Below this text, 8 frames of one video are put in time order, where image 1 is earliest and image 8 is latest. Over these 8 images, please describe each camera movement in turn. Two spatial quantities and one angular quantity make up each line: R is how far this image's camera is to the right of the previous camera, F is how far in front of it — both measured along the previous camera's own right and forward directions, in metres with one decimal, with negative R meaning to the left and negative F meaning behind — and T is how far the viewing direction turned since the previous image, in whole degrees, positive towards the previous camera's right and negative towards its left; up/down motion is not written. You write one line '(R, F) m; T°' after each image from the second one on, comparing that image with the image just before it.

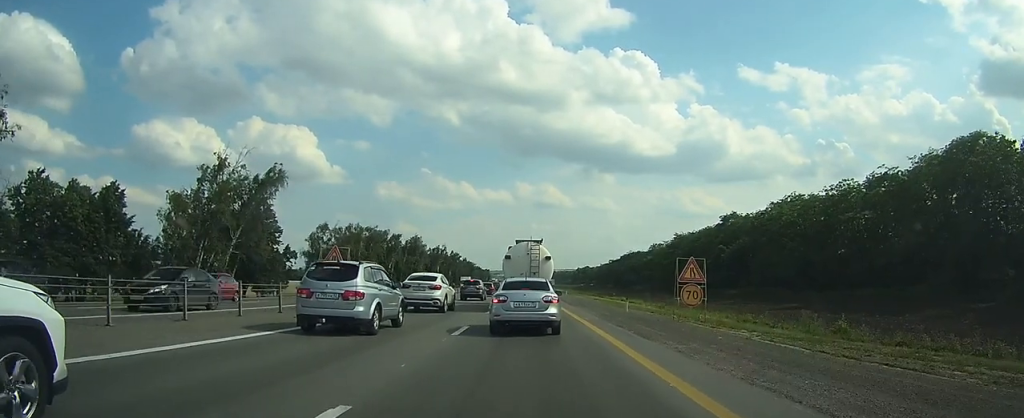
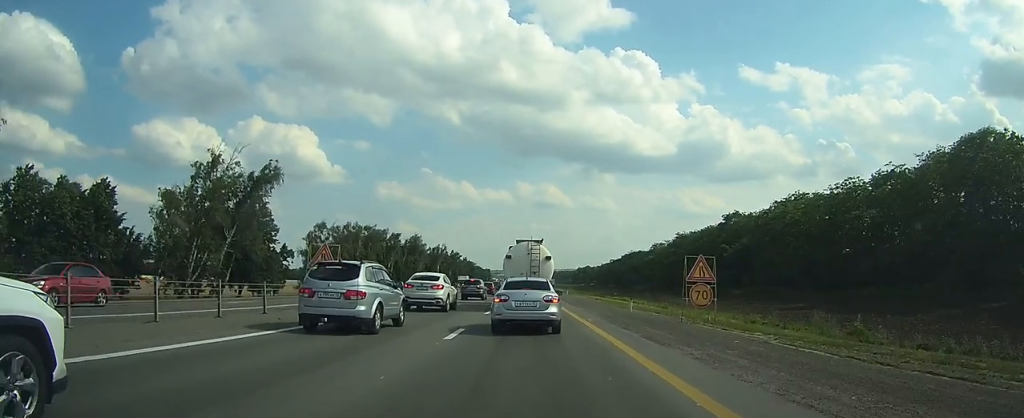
(0.0, +1.0) m; 0°
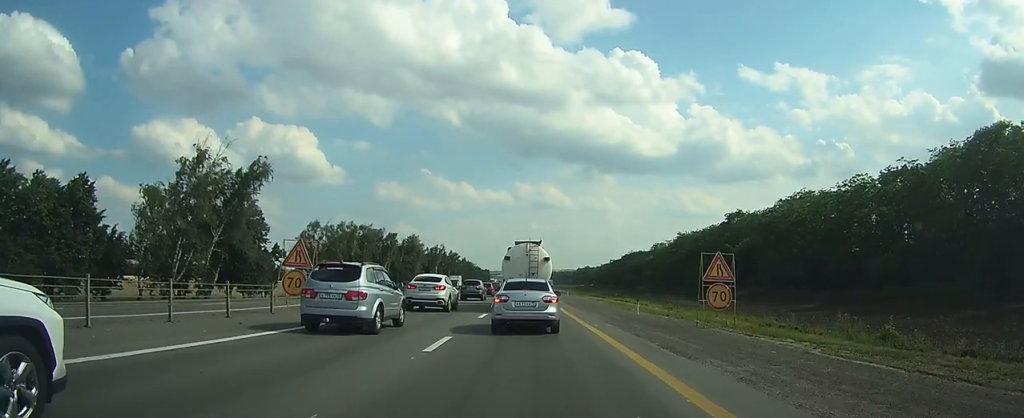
(0.0, +2.0) m; 0°
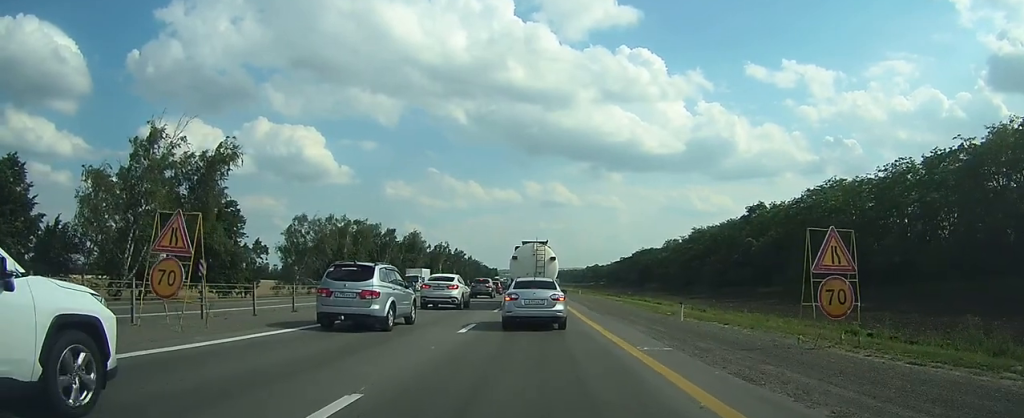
(-0.1, +6.9) m; -2°
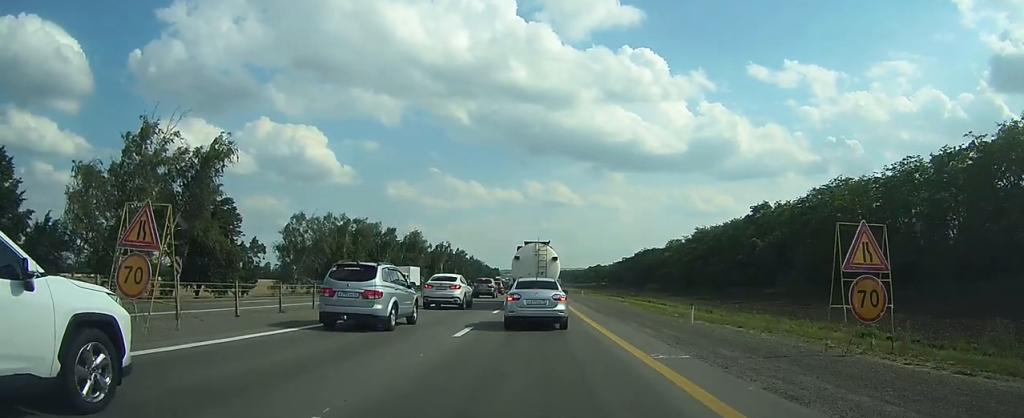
(0.0, +1.2) m; 0°
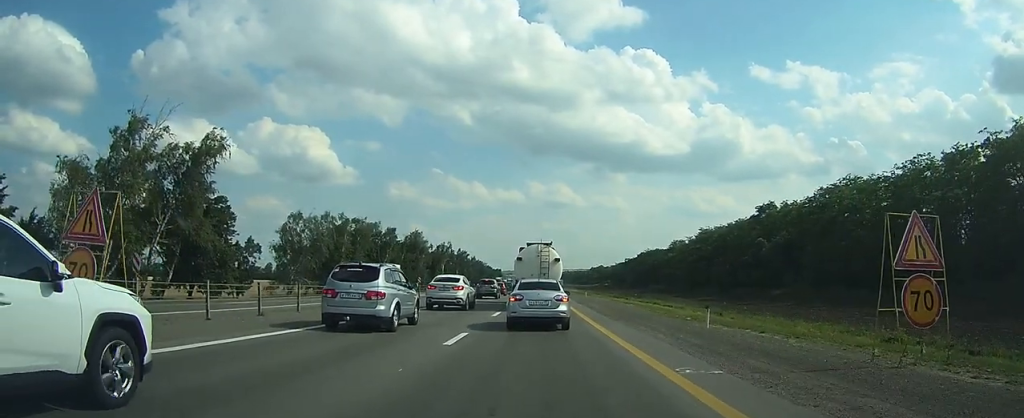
(0.0, +1.6) m; 0°
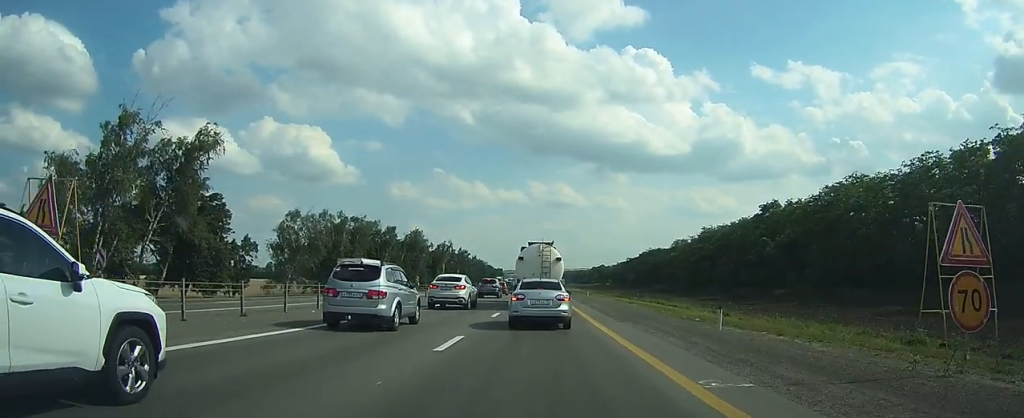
(0.0, +1.2) m; 0°
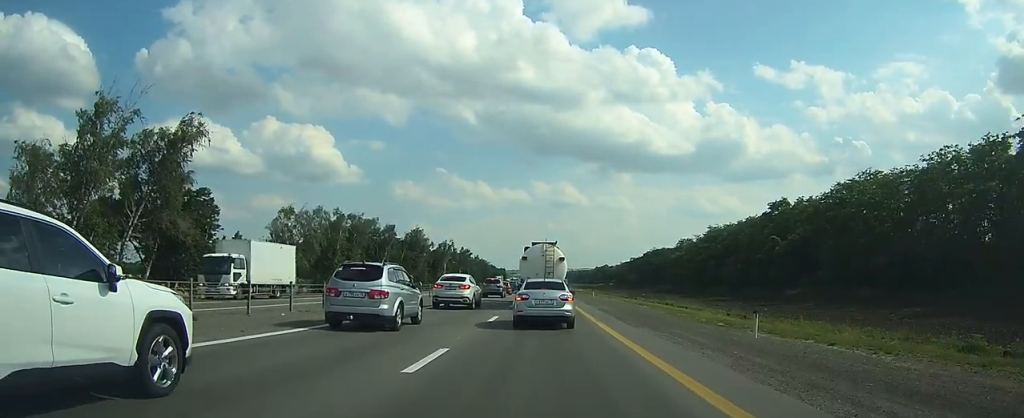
(0.0, +2.8) m; 0°
